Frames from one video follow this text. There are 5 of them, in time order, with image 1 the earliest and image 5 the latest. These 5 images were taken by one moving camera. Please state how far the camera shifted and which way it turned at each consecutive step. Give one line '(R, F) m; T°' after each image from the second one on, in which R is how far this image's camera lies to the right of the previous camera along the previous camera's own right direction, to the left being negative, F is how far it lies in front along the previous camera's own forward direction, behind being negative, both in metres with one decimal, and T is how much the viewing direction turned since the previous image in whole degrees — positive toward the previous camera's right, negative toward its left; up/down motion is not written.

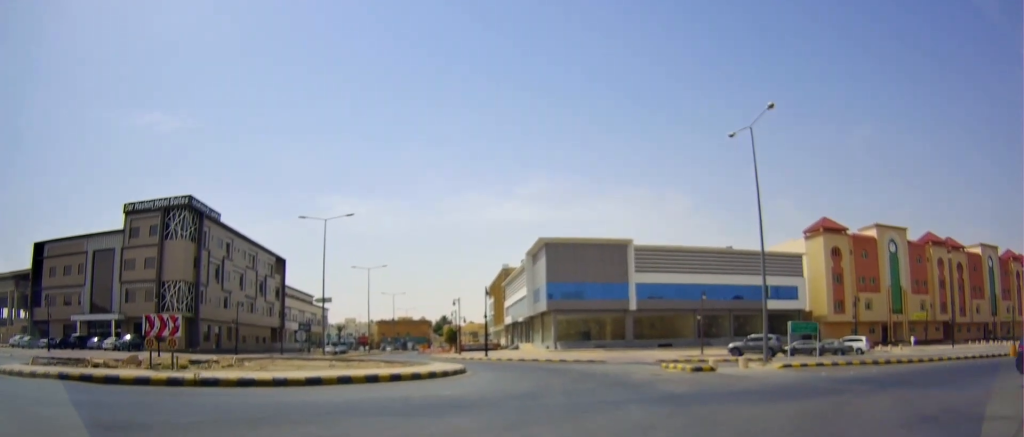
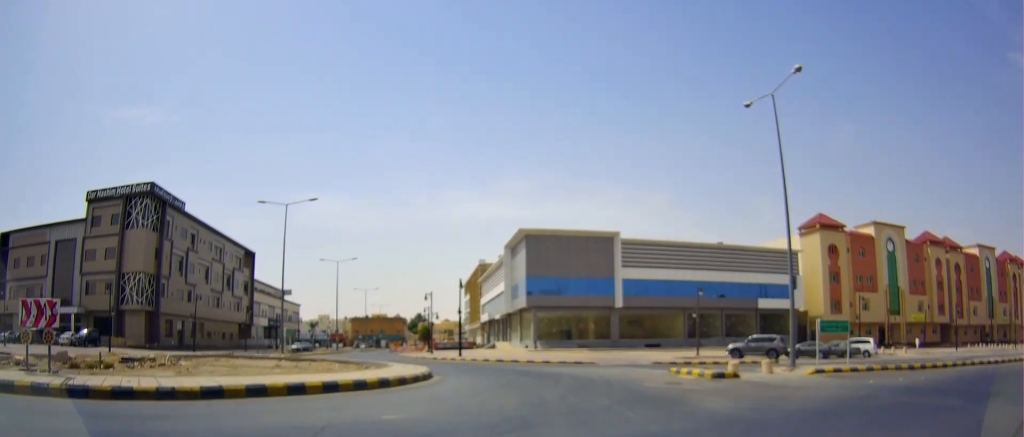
(0.0, +5.2) m; +1°
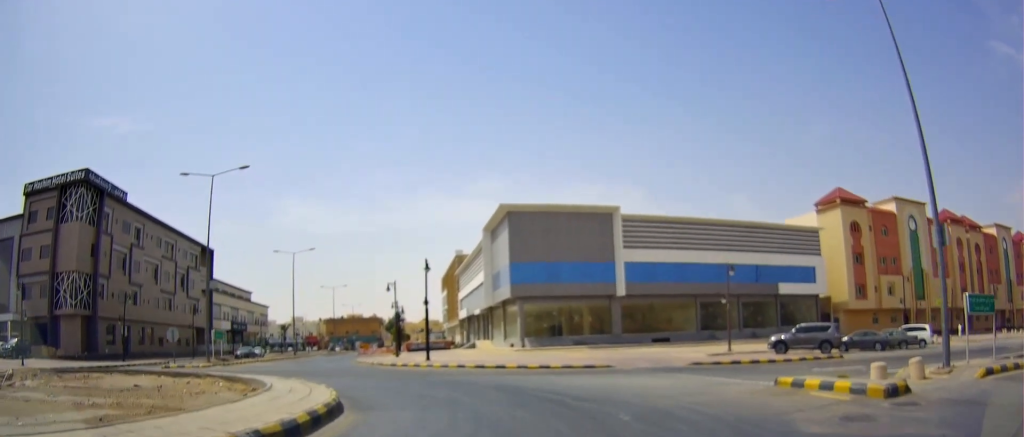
(+0.4, +10.5) m; +2°
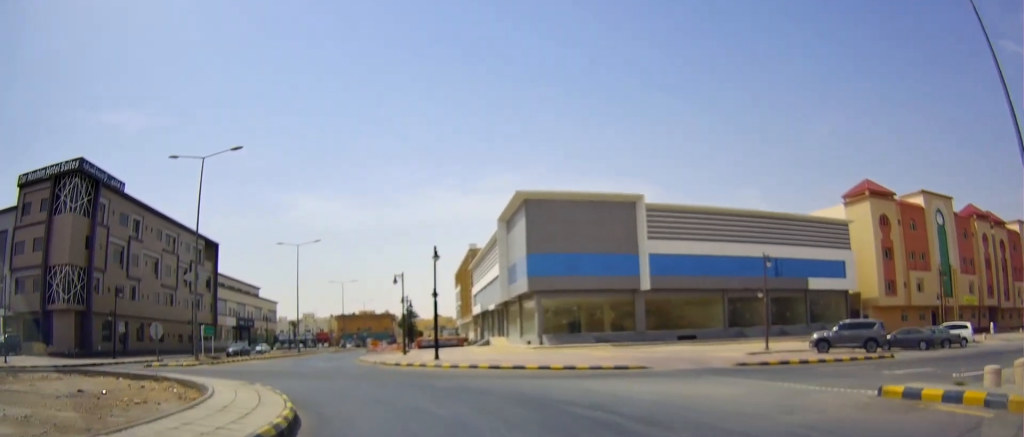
(-0.2, +3.6) m; -2°
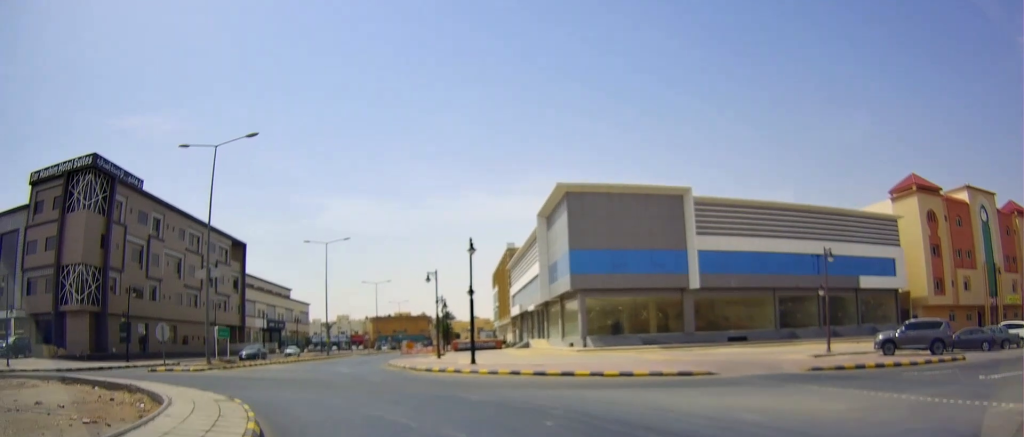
(0.0, +3.2) m; -3°
